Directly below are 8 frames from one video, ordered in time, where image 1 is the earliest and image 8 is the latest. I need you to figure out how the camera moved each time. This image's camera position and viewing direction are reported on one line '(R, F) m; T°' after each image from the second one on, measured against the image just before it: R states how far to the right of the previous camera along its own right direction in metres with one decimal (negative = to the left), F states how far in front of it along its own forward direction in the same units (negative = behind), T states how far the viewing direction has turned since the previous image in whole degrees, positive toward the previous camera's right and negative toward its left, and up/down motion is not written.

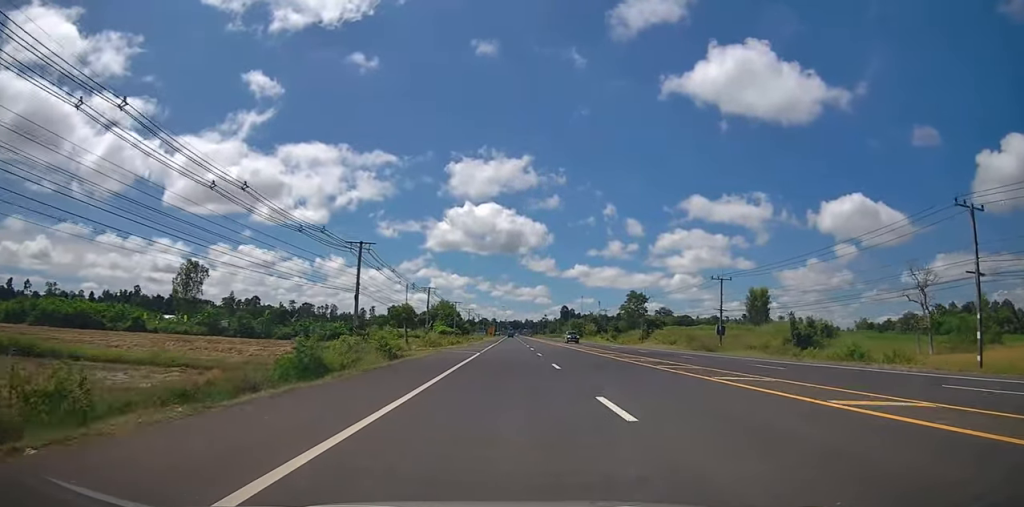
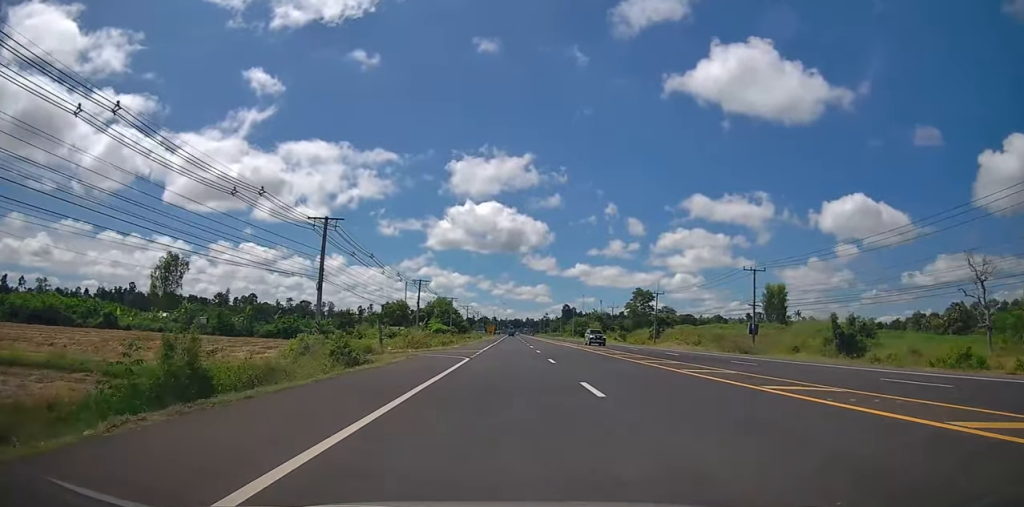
(-0.2, +9.1) m; -1°
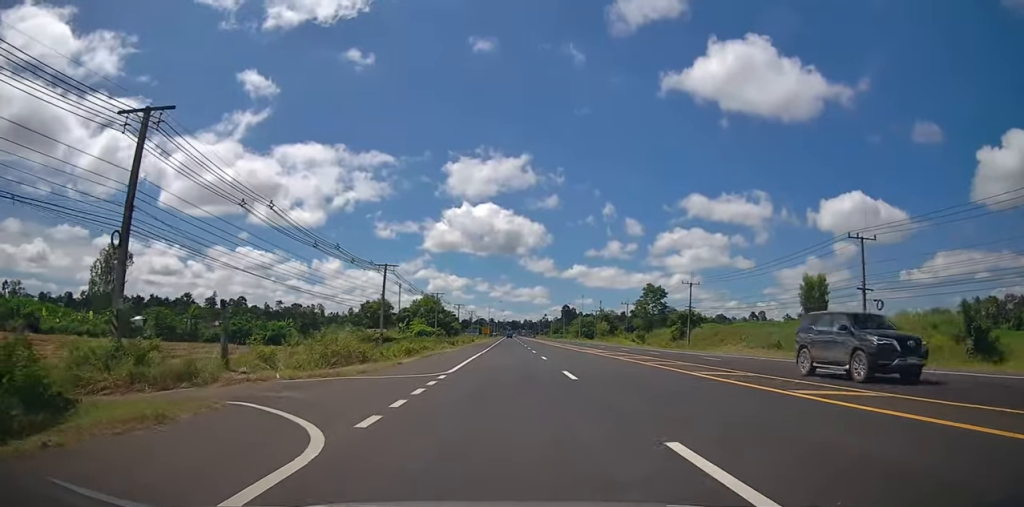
(-0.2, +19.5) m; -1°
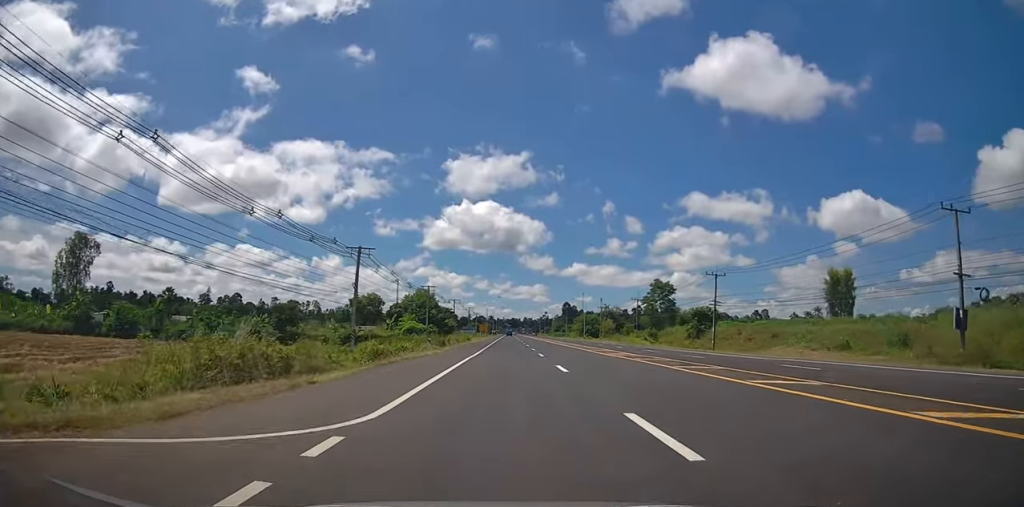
(0.0, +9.8) m; 0°
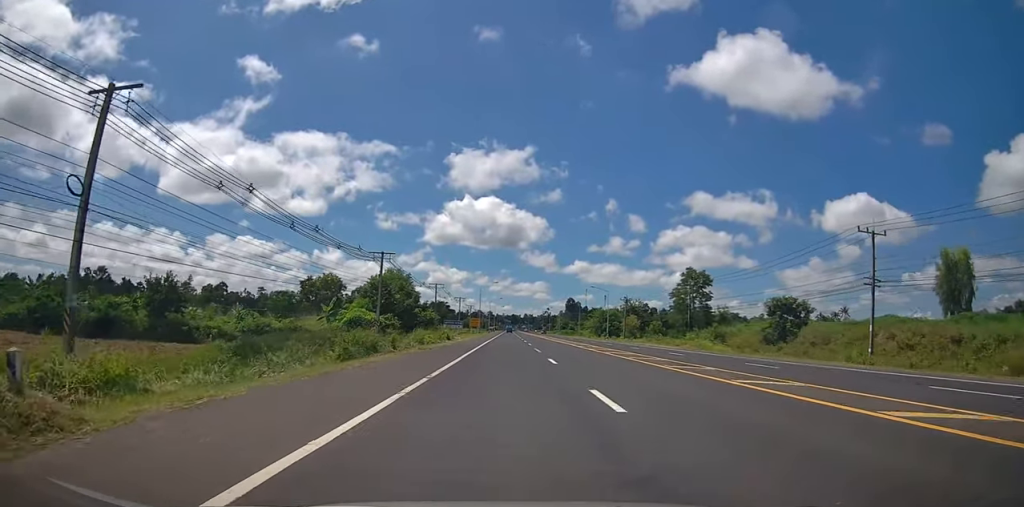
(+0.4, +31.7) m; +1°
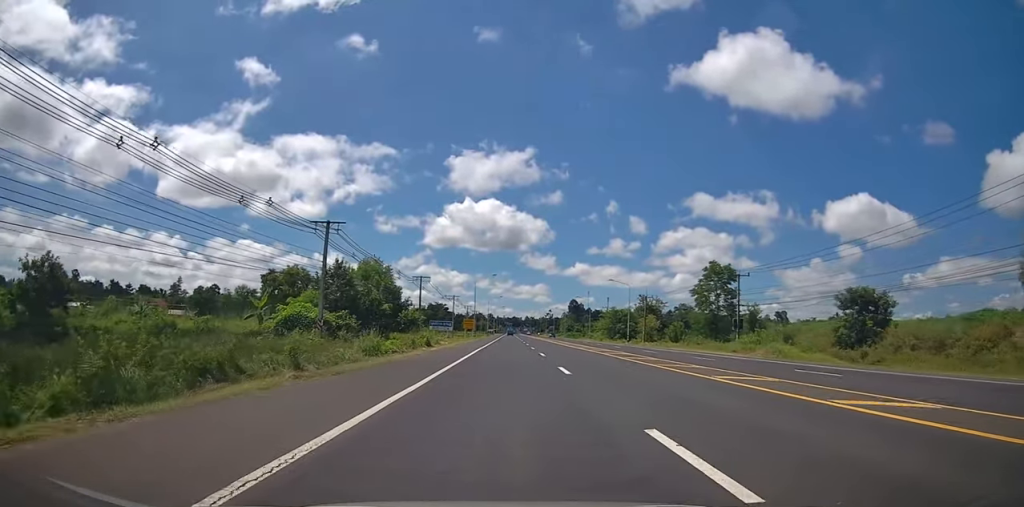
(-0.1, +16.8) m; -1°
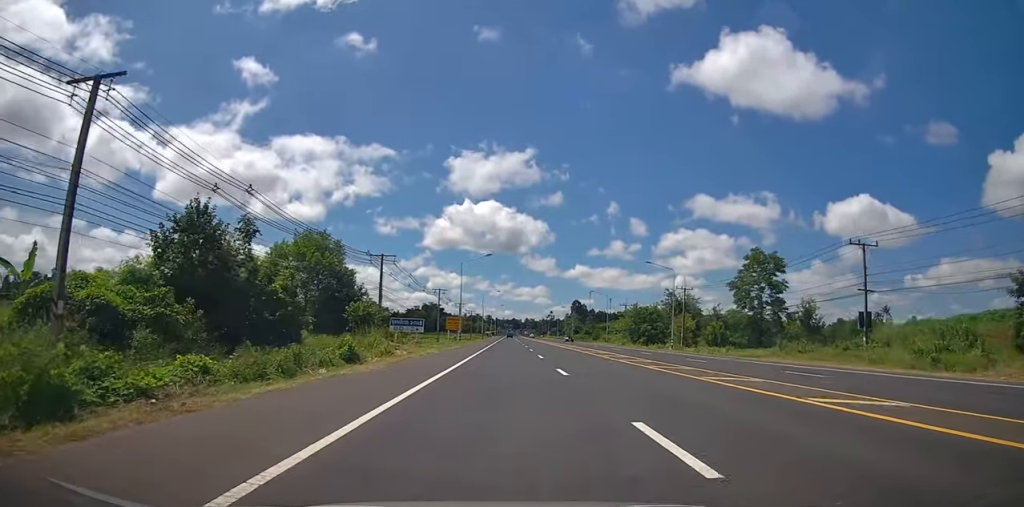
(-0.2, +23.5) m; 0°
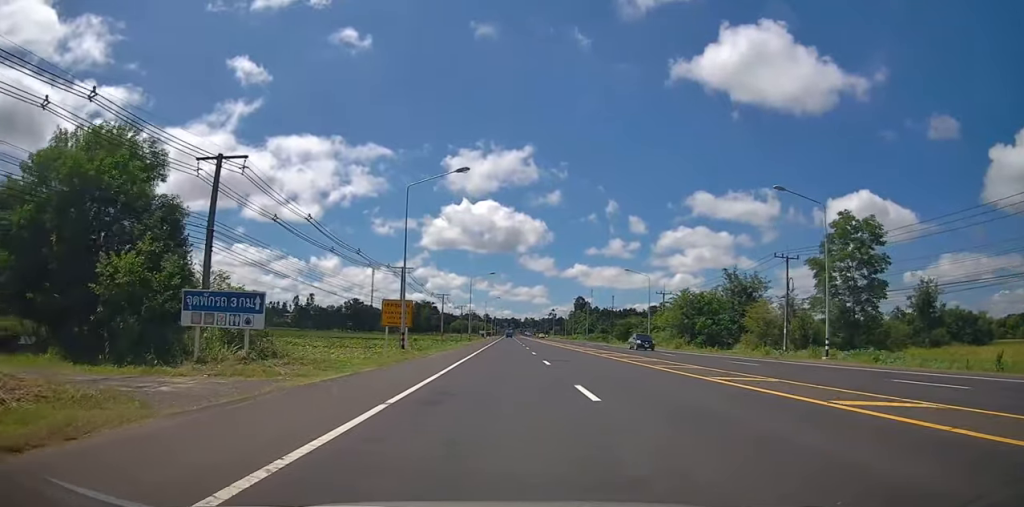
(+0.3, +31.2) m; +1°
